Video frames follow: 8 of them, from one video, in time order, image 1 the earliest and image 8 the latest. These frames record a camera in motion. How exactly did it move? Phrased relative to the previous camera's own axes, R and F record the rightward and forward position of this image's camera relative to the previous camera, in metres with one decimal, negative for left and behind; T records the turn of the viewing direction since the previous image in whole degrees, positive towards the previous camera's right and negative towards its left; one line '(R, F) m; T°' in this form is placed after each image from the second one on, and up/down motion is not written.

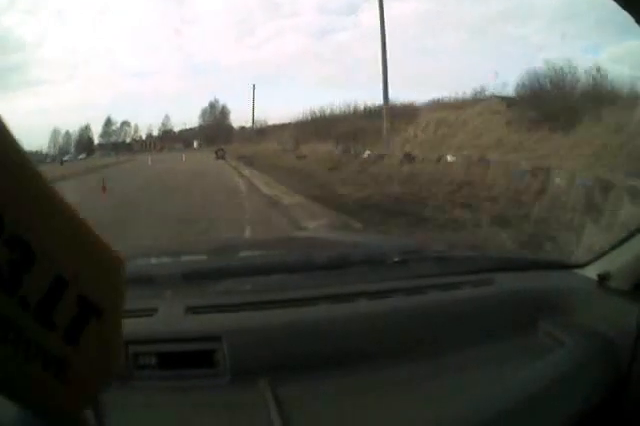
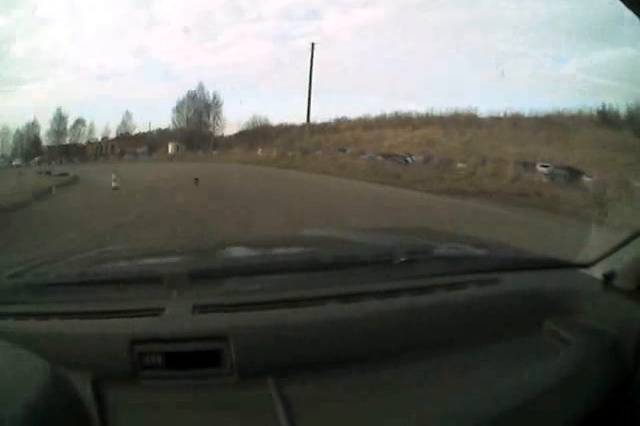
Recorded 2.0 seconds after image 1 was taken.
(+2.0, +33.9) m; +6°
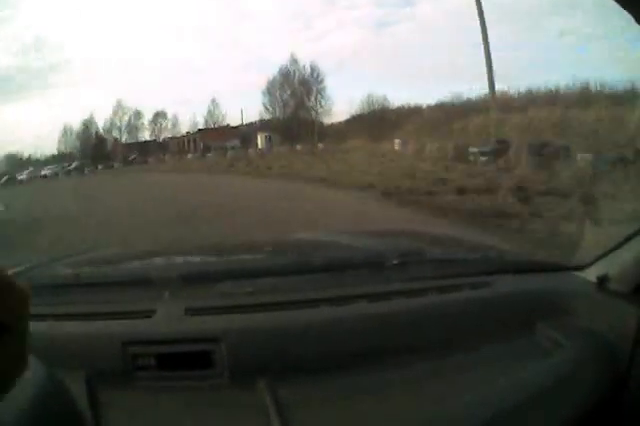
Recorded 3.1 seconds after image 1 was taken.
(-0.3, +16.0) m; -19°
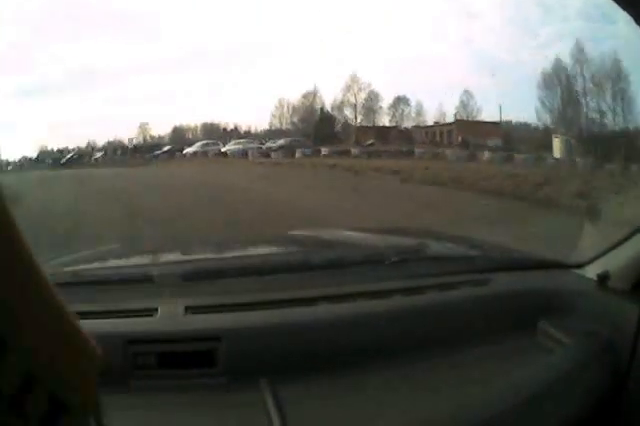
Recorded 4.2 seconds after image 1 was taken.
(-6.1, +15.4) m; -40°
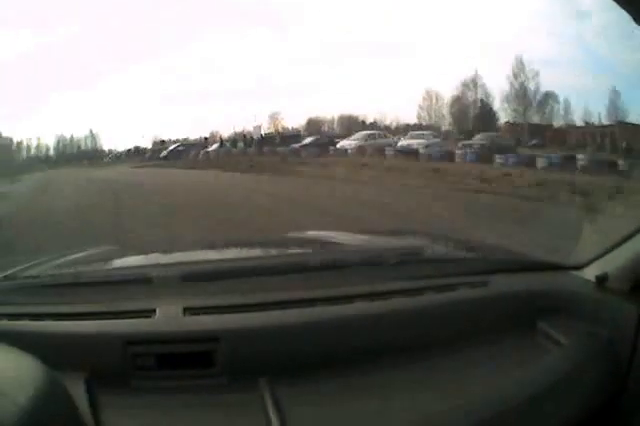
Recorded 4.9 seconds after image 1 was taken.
(-2.7, +10.3) m; -20°
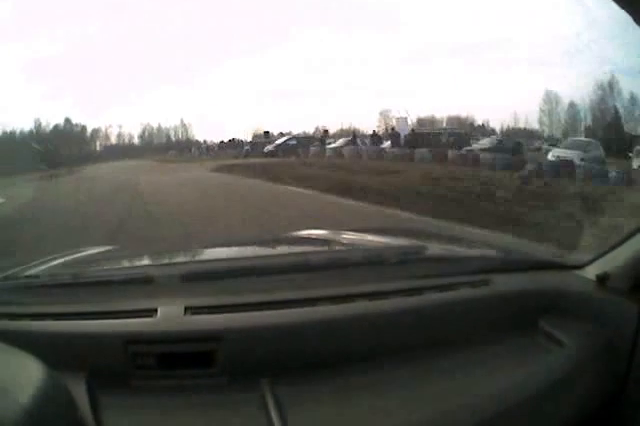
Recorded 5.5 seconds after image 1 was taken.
(-1.6, +10.1) m; -10°
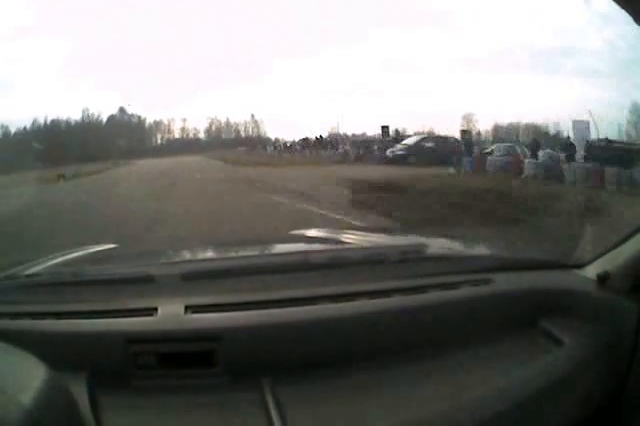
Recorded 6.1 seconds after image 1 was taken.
(-0.9, +10.8) m; -6°
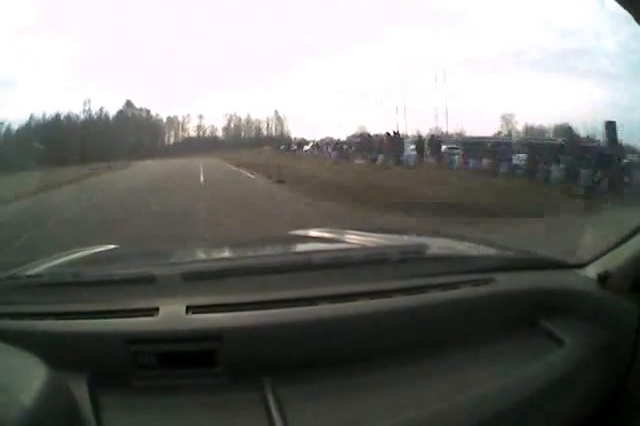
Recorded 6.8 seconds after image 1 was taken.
(-0.2, +13.6) m; -2°
